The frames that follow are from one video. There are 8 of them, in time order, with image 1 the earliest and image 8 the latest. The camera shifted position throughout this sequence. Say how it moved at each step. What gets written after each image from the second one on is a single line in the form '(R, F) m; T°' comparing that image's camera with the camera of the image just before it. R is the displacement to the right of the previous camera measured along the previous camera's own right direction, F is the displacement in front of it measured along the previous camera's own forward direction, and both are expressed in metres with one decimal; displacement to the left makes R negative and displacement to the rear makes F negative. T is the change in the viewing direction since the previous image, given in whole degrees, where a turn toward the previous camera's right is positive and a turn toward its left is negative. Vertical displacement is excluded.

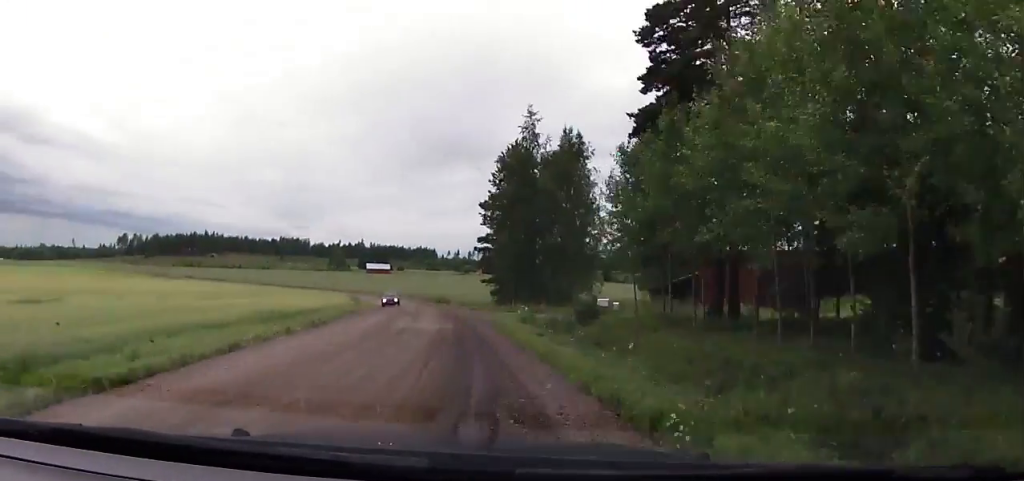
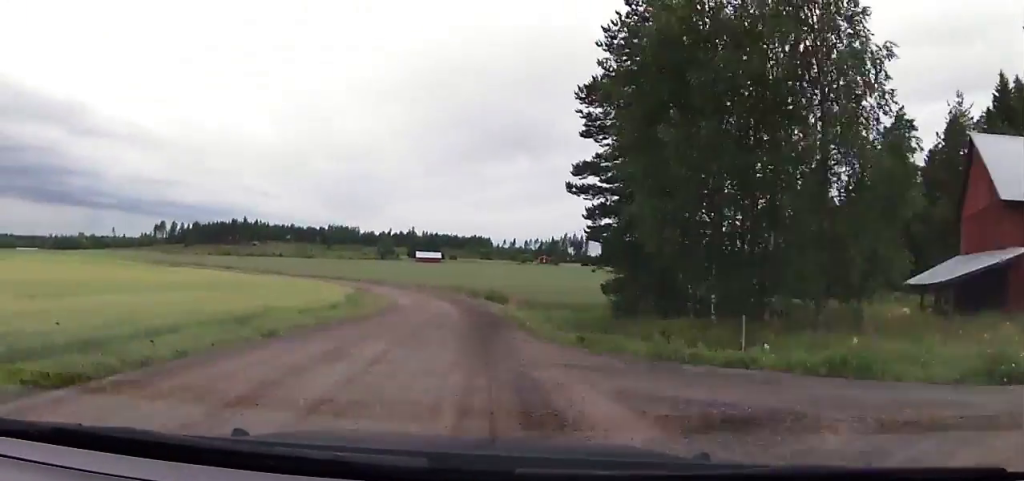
(-0.3, +34.4) m; -11°
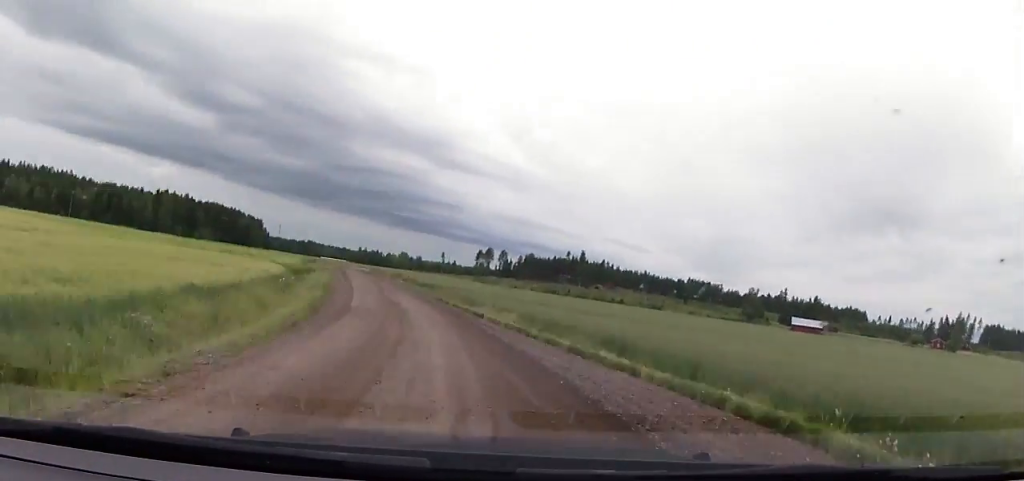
(-22.1, +90.3) m; -24°
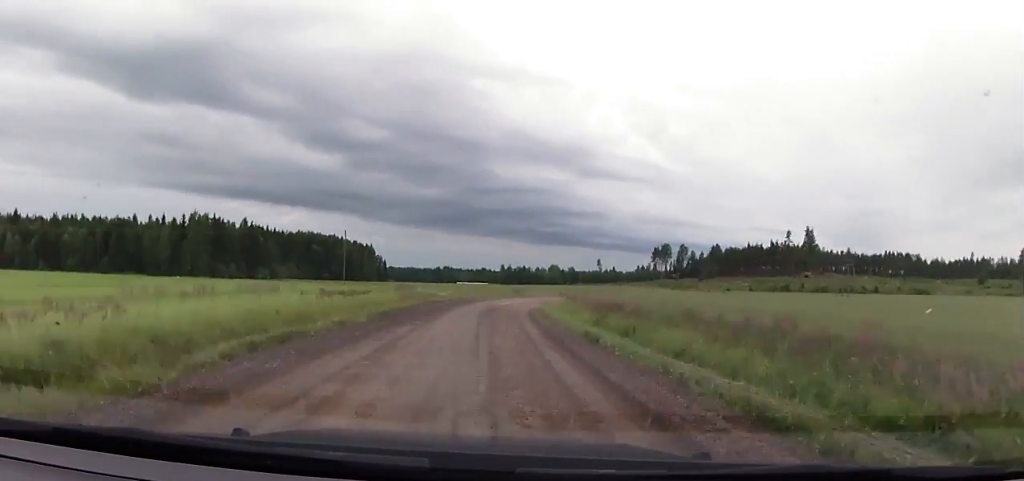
(-11.4, +107.1) m; +2°
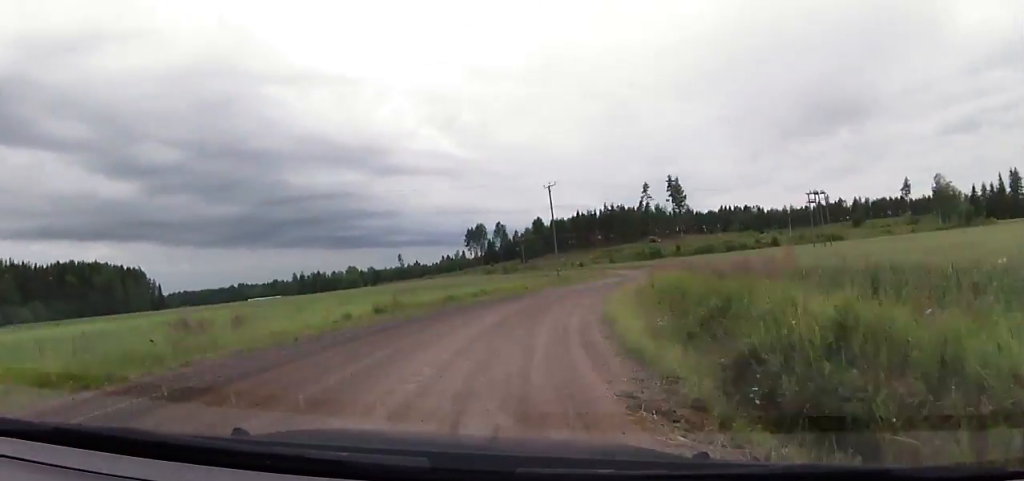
(+2.7, +59.8) m; +11°
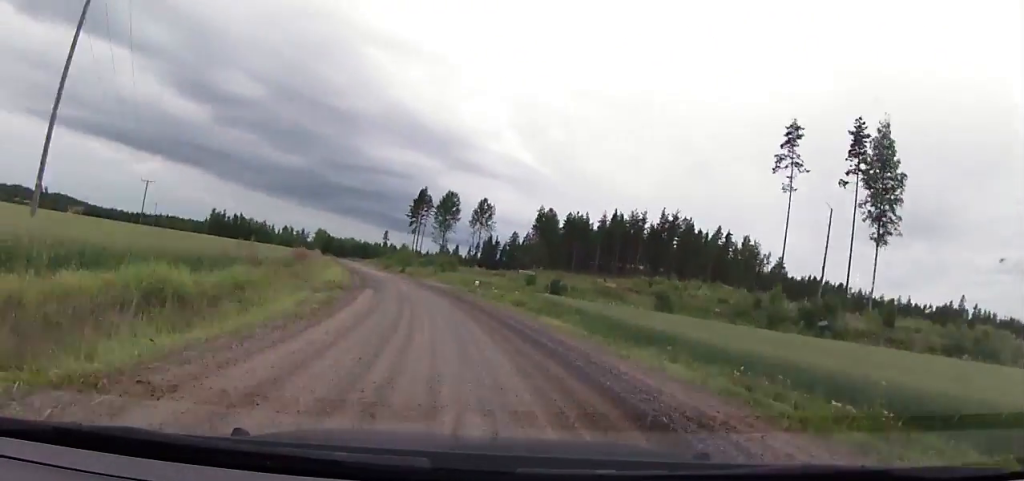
(+11.3, +120.7) m; +10°
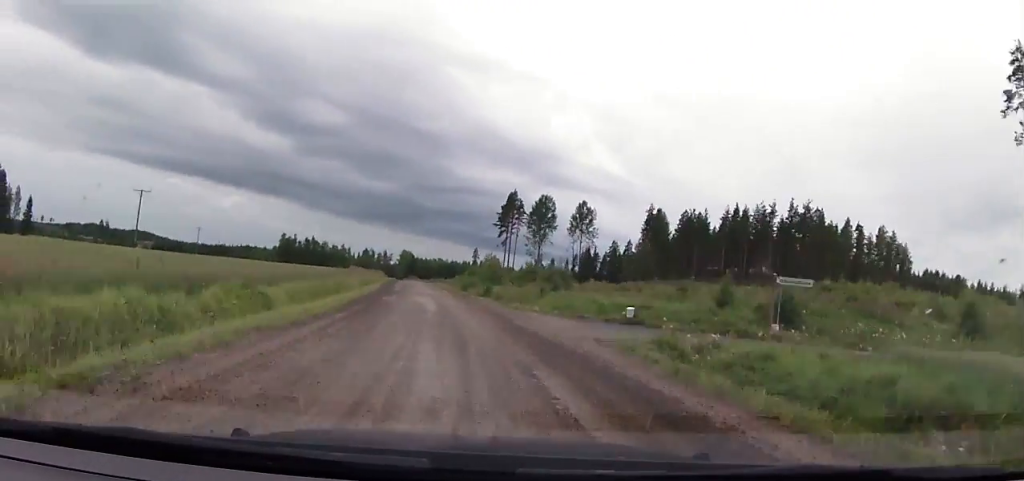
(+3.7, +19.6) m; +24°
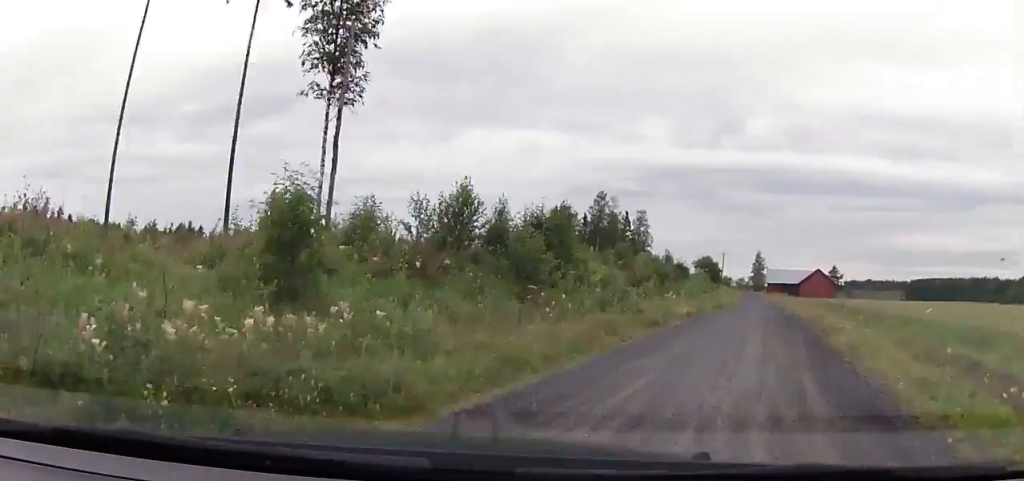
(+8.5, +28.8) m; +47°
